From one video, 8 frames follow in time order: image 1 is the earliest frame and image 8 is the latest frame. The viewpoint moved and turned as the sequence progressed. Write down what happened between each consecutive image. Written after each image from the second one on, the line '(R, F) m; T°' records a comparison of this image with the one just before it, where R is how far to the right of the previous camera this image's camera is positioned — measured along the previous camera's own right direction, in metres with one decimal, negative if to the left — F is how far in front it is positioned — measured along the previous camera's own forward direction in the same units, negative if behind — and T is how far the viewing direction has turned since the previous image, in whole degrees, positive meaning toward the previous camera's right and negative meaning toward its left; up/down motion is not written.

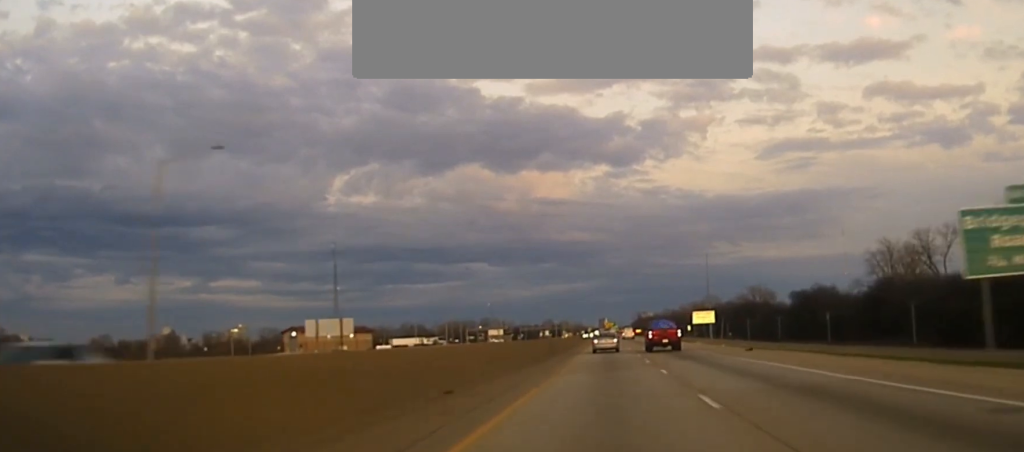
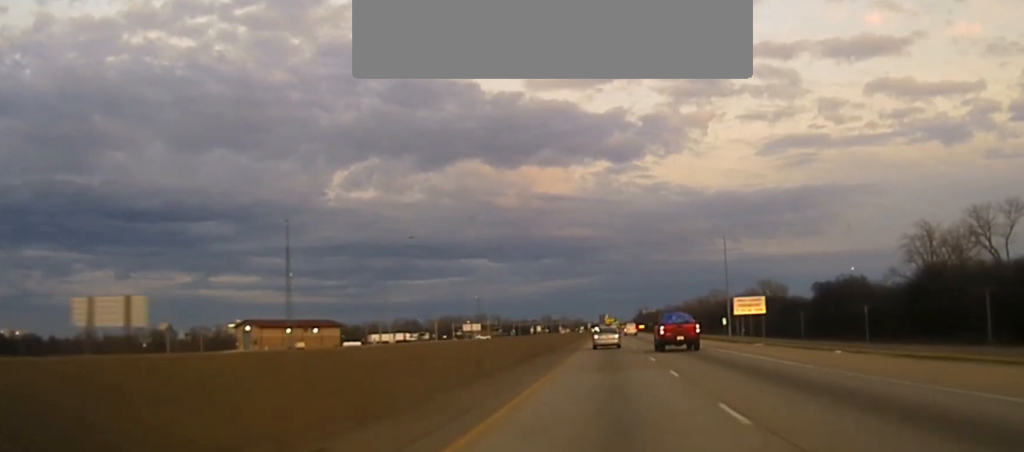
(-0.1, +40.4) m; 0°
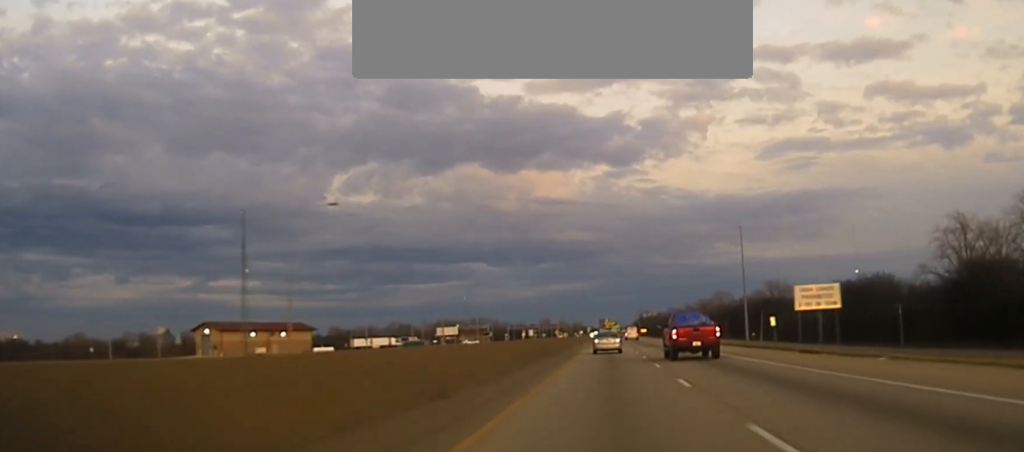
(0.0, +25.8) m; 0°
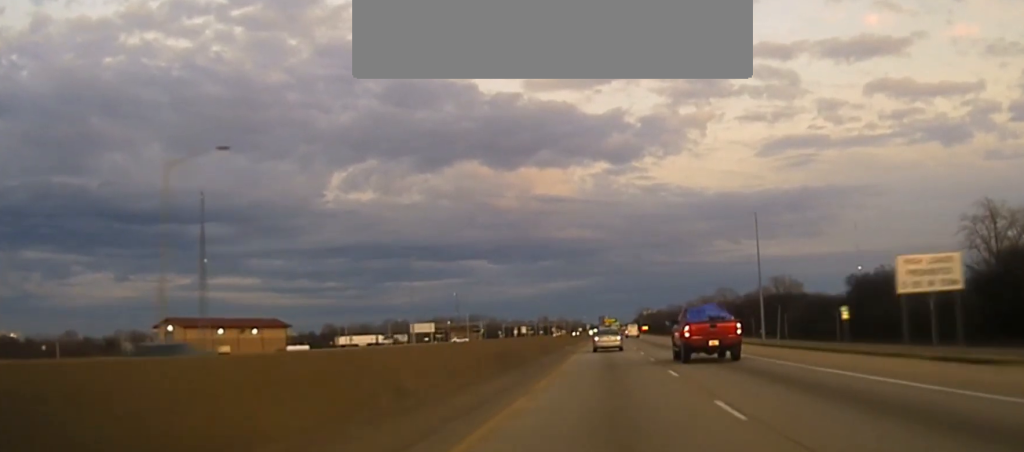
(+0.1, +20.3) m; 0°
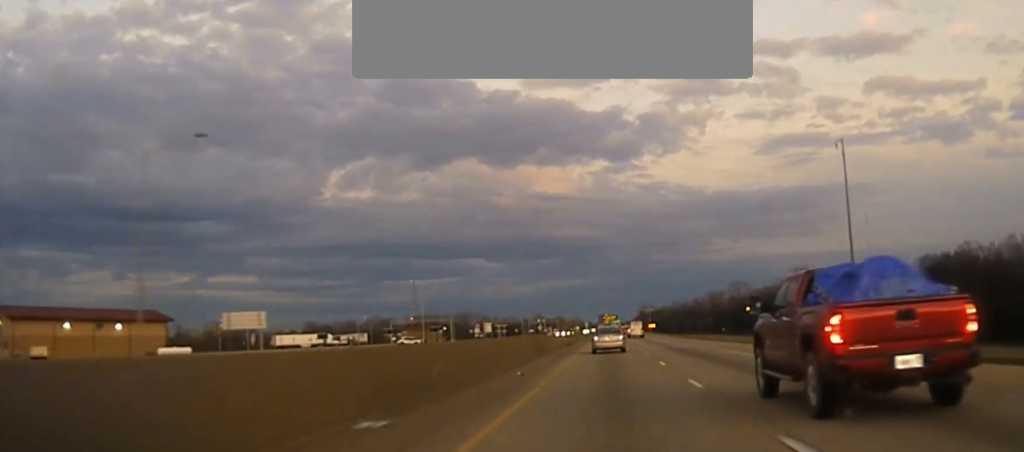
(0.0, +67.7) m; 0°
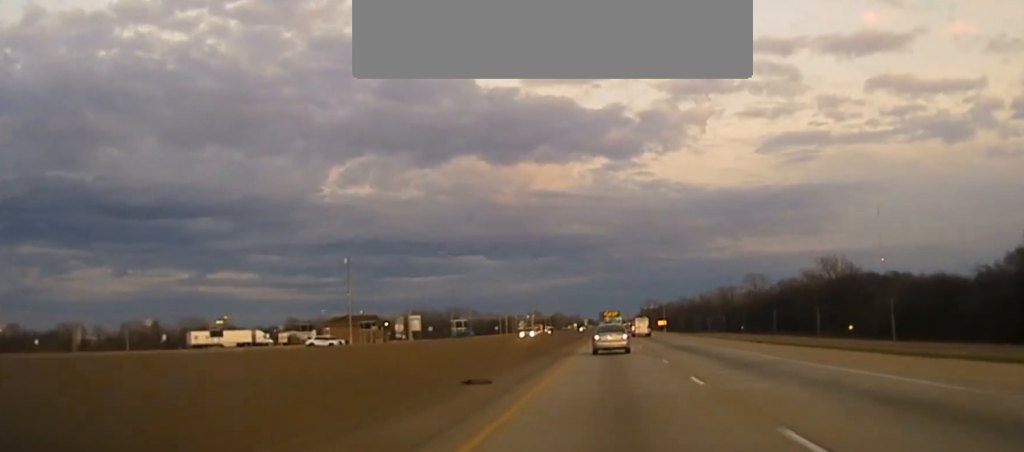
(+0.6, +59.0) m; 0°
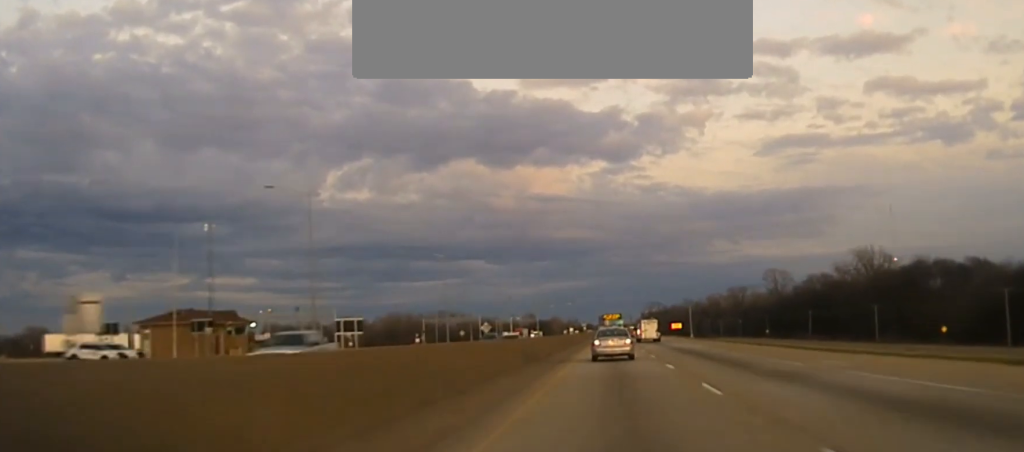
(-0.9, +62.9) m; -1°
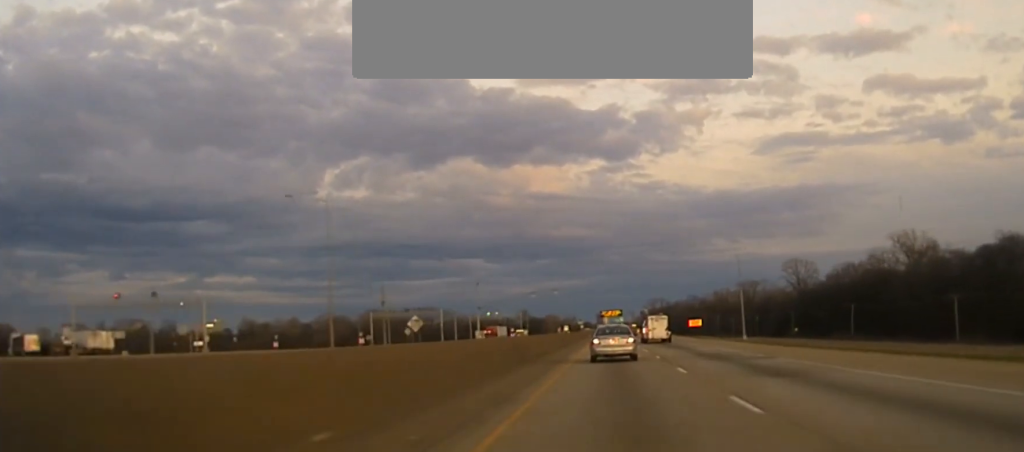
(+0.3, +54.2) m; +1°
